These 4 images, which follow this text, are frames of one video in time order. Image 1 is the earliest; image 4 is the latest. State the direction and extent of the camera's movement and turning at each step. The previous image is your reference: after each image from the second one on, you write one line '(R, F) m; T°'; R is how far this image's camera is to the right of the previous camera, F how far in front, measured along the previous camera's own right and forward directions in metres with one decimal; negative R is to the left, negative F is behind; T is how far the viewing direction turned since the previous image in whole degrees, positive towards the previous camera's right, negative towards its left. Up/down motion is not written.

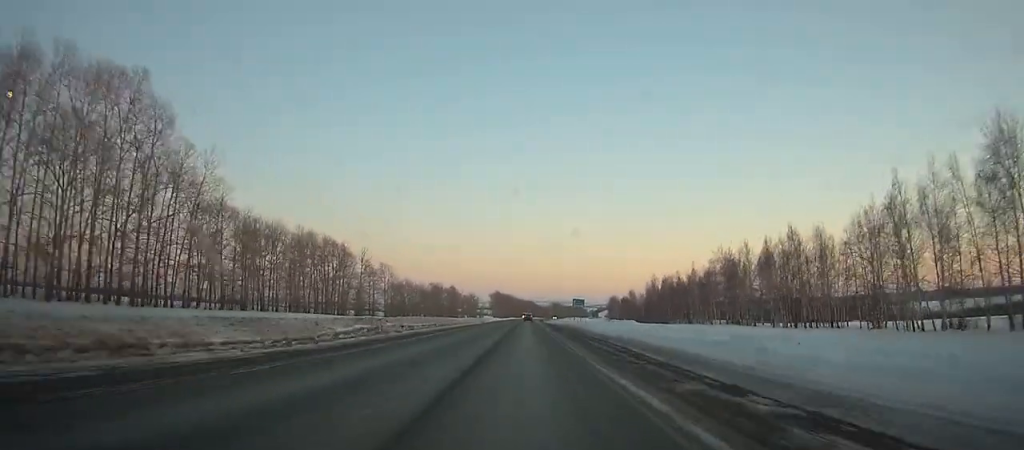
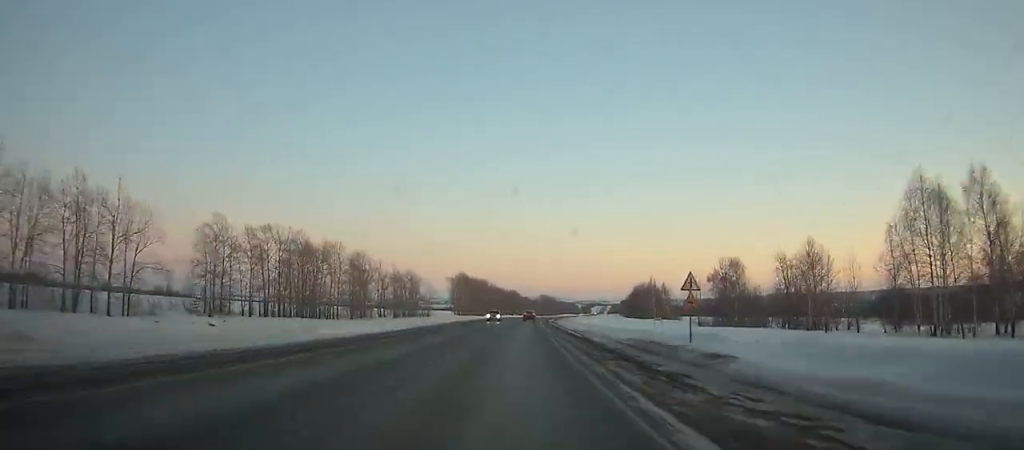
(+0.8, +158.9) m; +1°
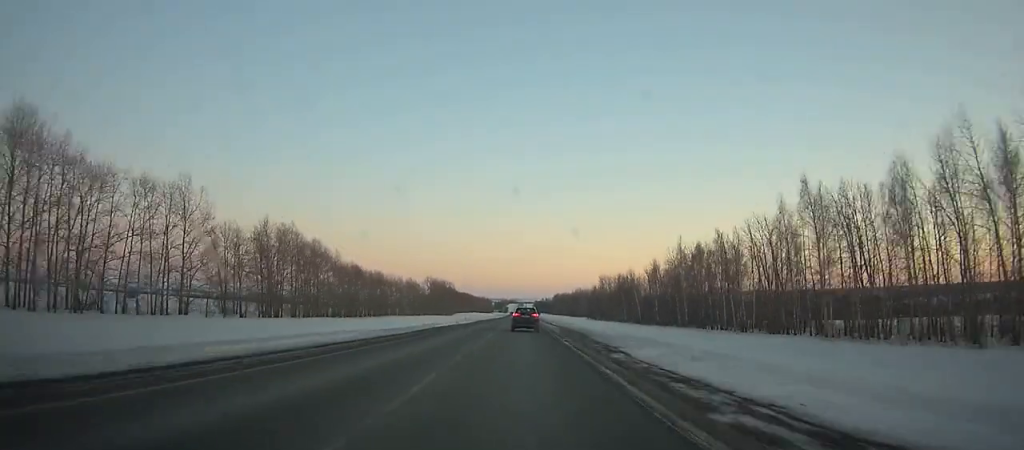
(+22.3, +279.1) m; +9°
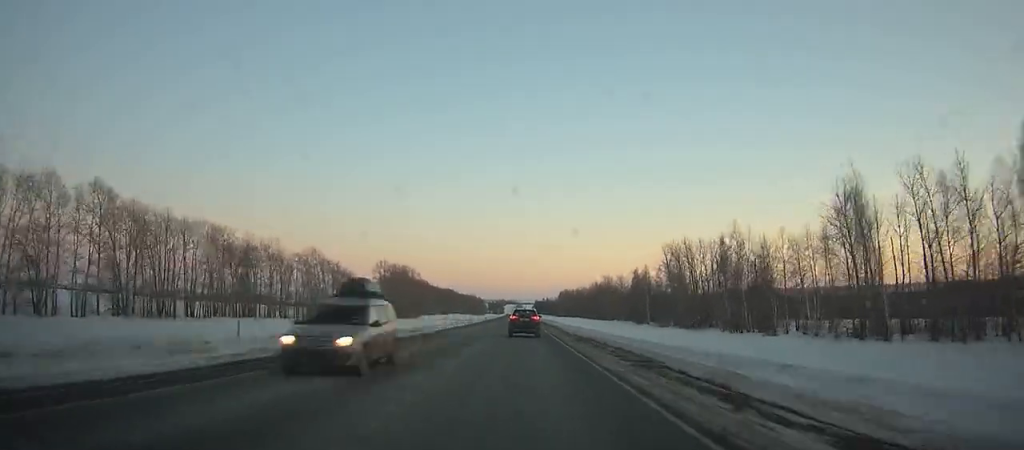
(+0.8, +122.6) m; 0°
